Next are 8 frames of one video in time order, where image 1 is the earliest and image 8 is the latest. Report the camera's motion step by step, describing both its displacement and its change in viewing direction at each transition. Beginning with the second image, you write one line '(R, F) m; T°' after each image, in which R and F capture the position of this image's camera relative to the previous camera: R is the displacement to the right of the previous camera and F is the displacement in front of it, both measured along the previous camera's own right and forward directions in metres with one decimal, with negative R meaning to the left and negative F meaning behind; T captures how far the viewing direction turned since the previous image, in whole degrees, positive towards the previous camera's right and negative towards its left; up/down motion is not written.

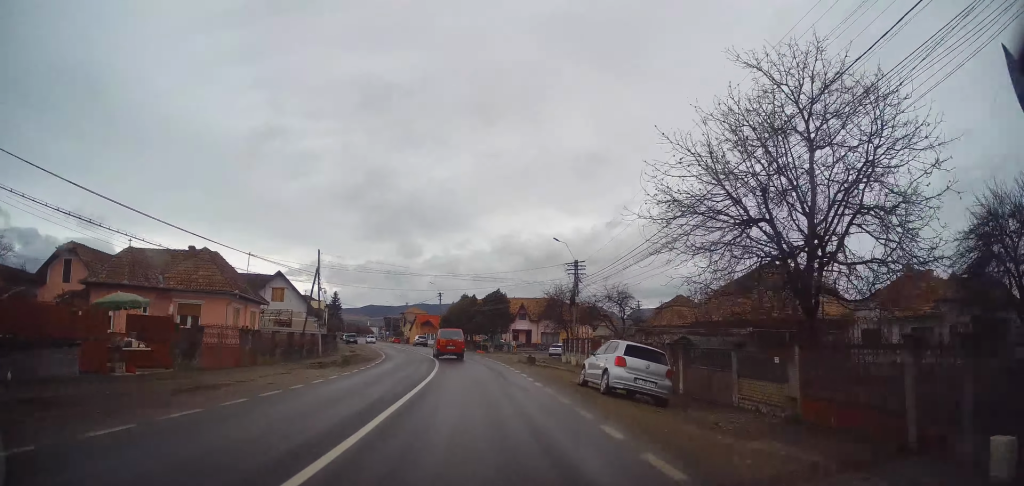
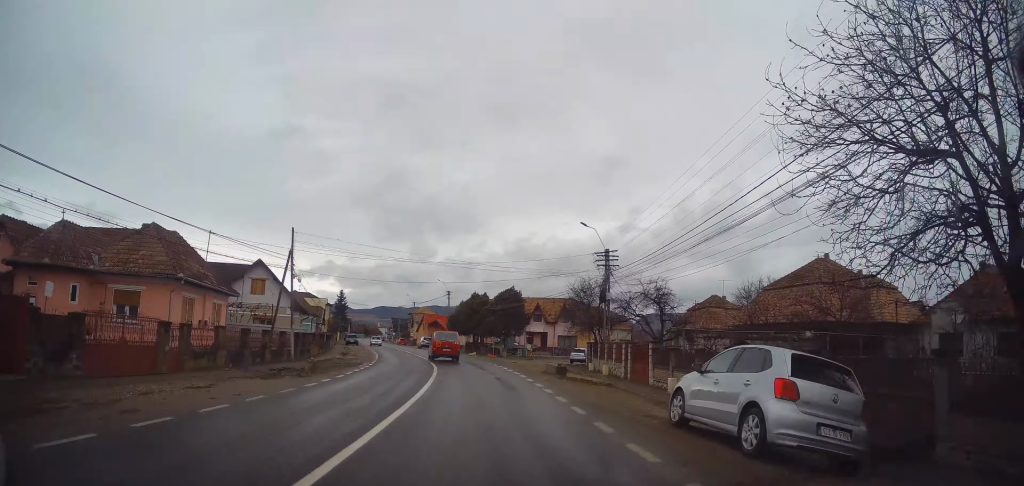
(-0.1, +6.9) m; -2°
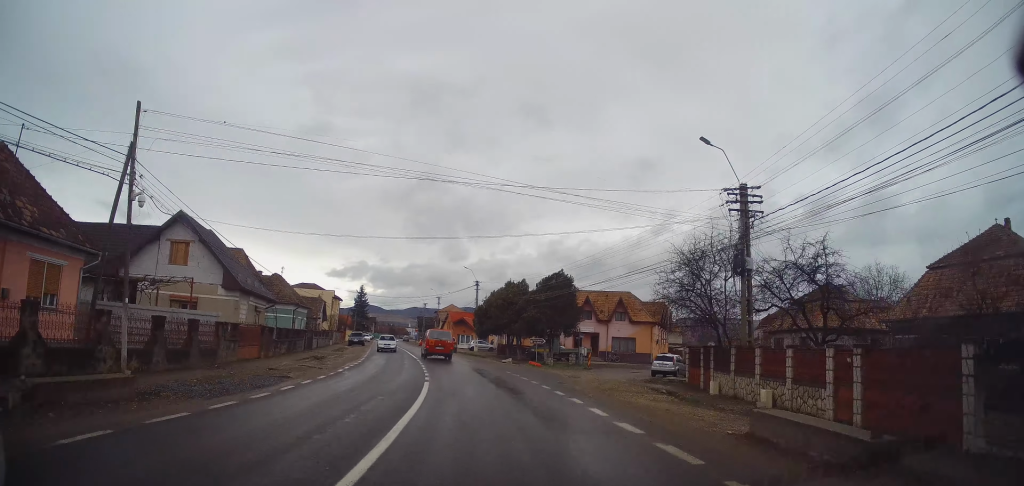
(-0.7, +15.9) m; -3°
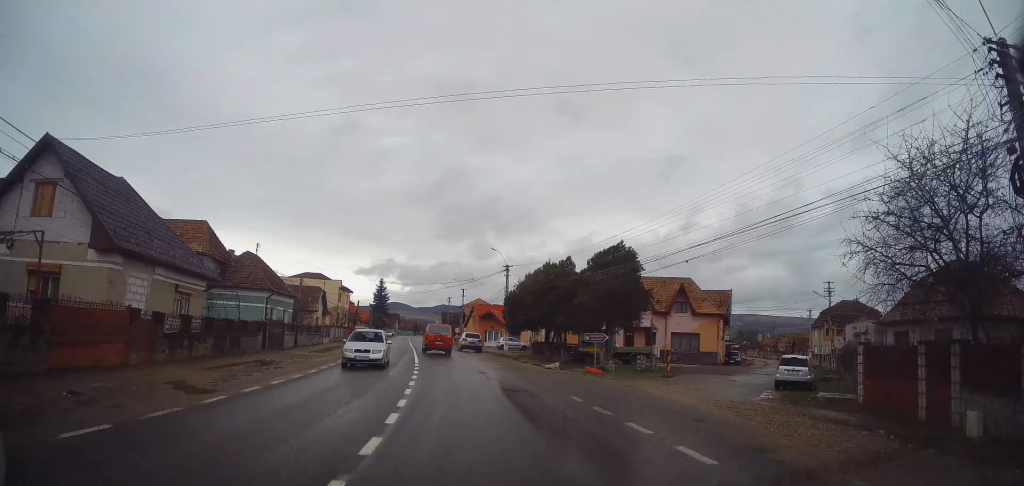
(0.0, +11.9) m; -2°
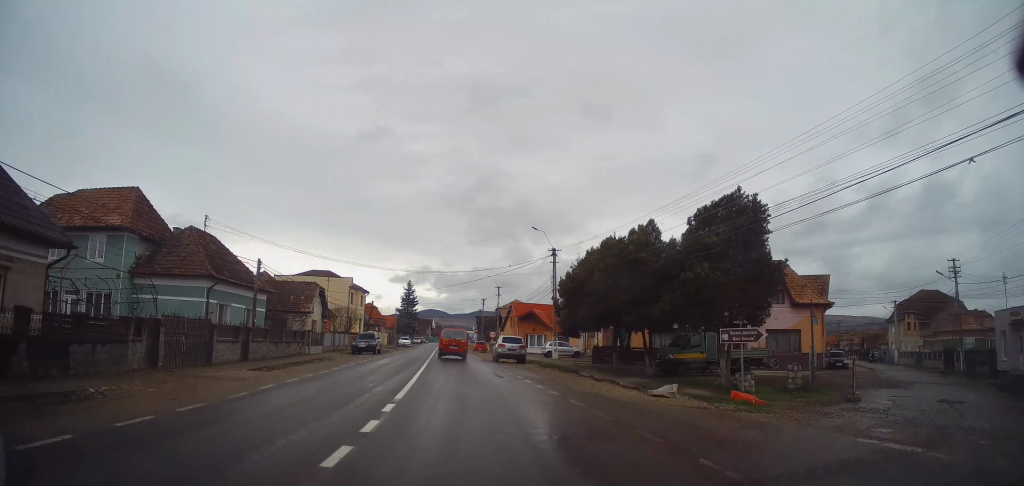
(-0.4, +12.6) m; -3°
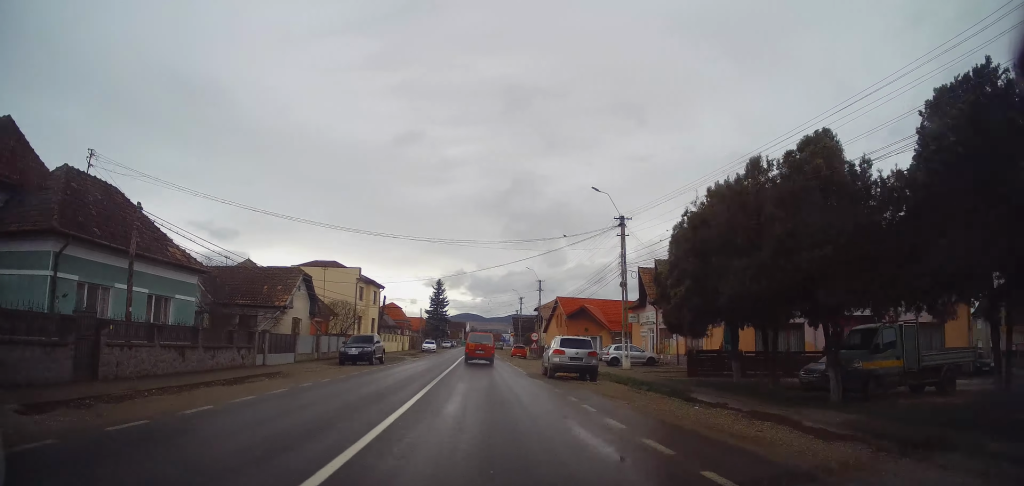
(-0.4, +12.3) m; -3°
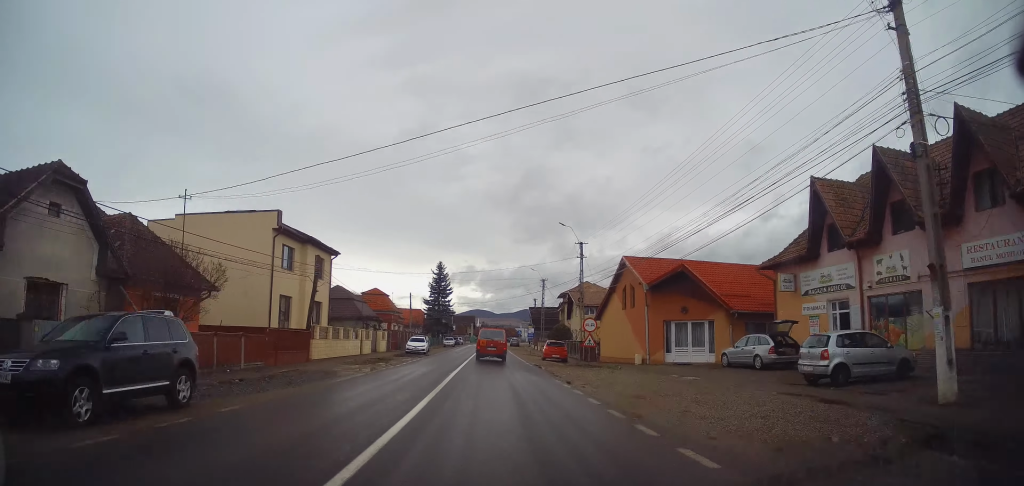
(-0.4, +23.0) m; -3°
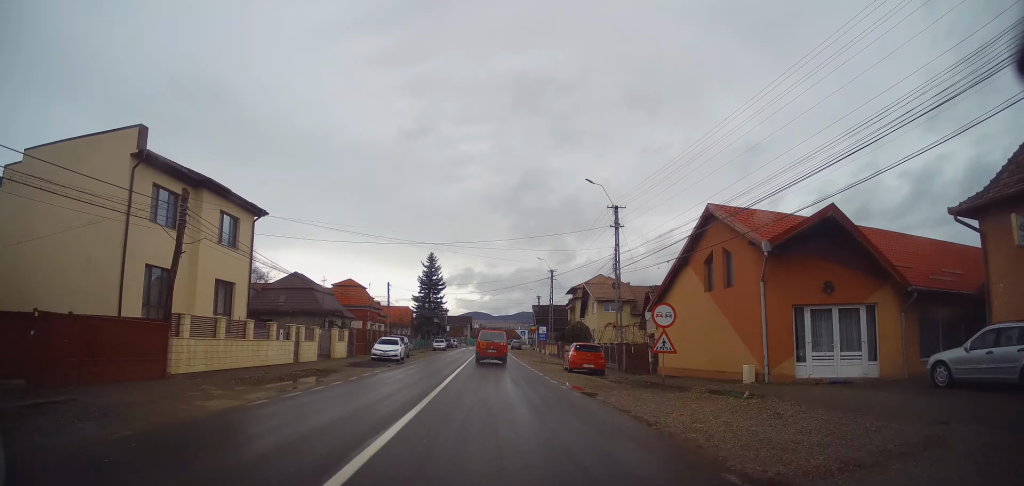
(-0.4, +13.0) m; -2°
